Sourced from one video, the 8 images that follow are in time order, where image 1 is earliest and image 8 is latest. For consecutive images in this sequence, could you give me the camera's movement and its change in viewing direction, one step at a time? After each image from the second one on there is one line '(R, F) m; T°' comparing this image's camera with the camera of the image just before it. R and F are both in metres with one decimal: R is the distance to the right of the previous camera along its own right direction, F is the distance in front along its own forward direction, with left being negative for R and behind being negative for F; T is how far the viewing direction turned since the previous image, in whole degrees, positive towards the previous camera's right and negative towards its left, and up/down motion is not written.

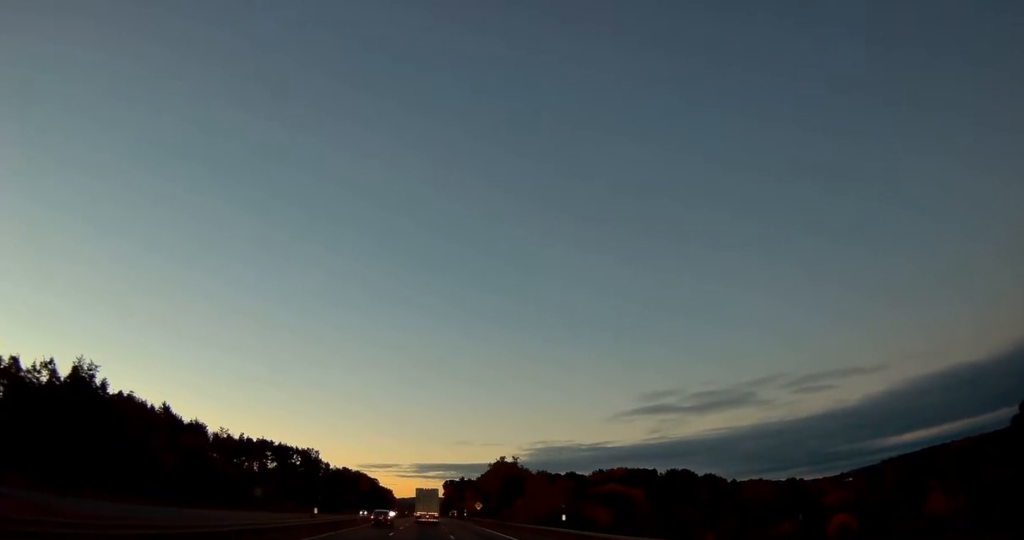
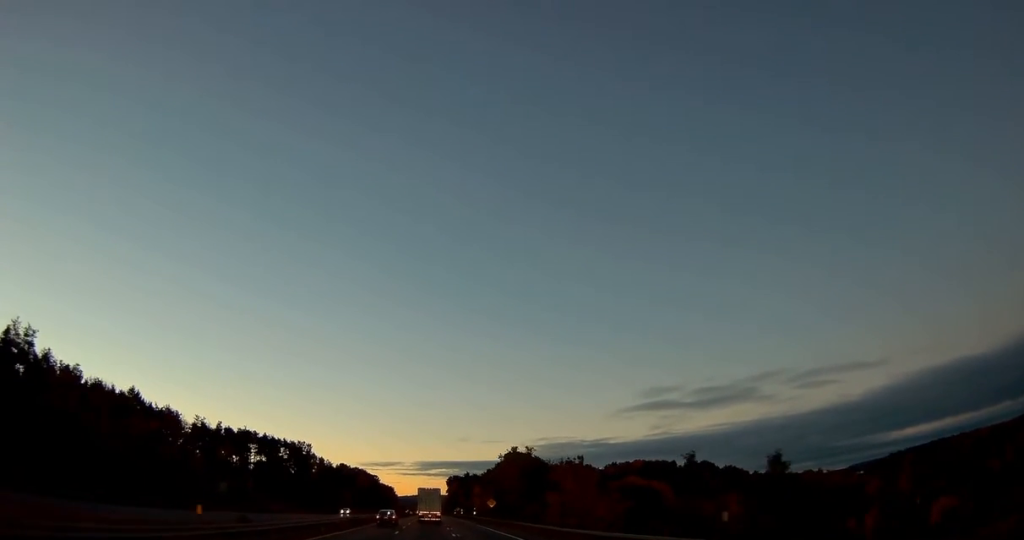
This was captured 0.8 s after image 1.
(+0.2, +21.8) m; 0°
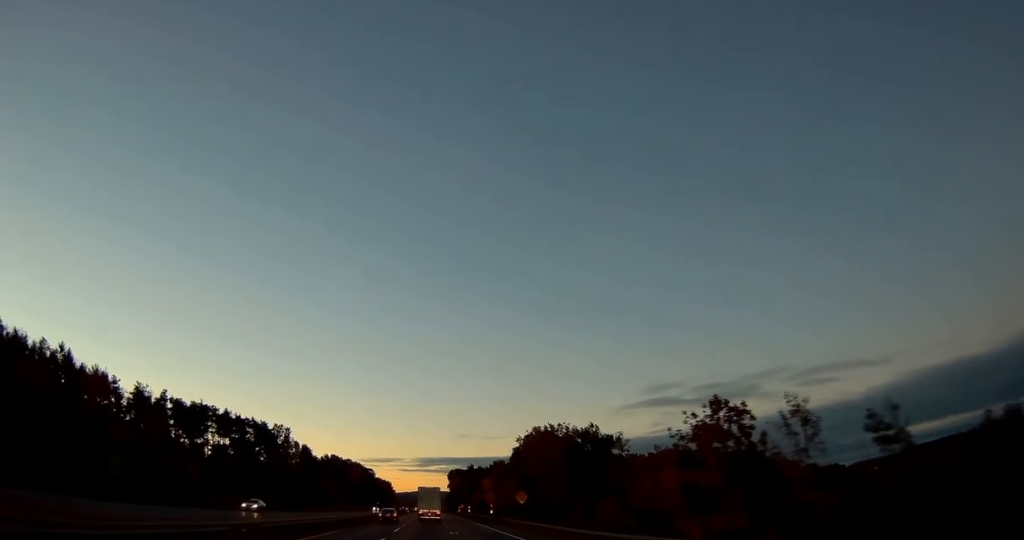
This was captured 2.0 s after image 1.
(-0.1, +36.0) m; 0°
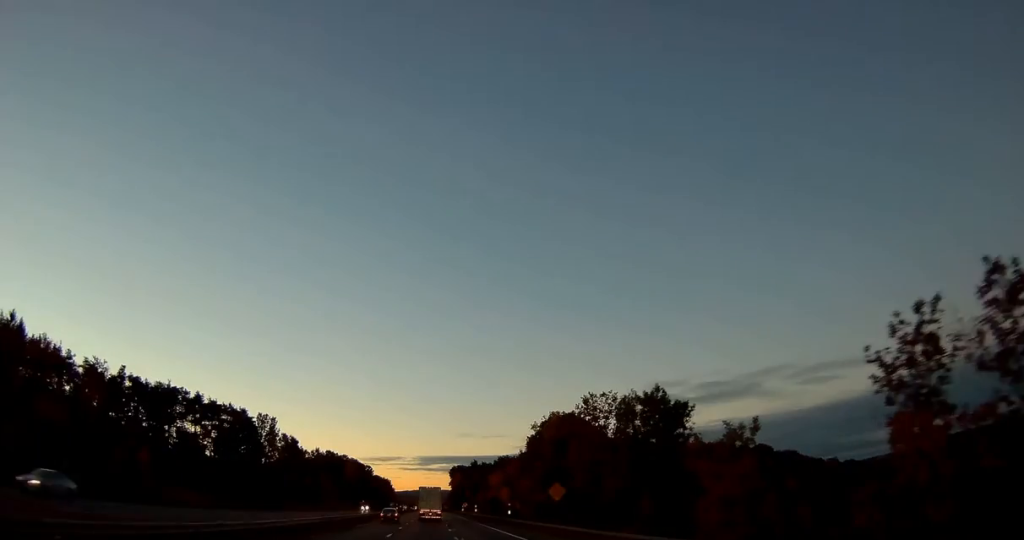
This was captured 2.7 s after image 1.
(-0.1, +19.9) m; 0°
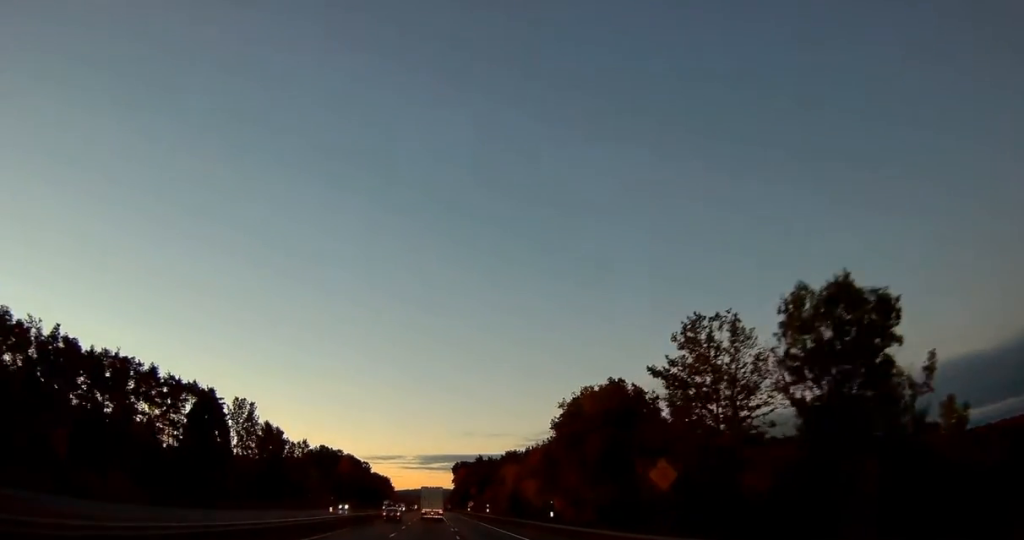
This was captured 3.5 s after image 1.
(+0.1, +23.6) m; 0°
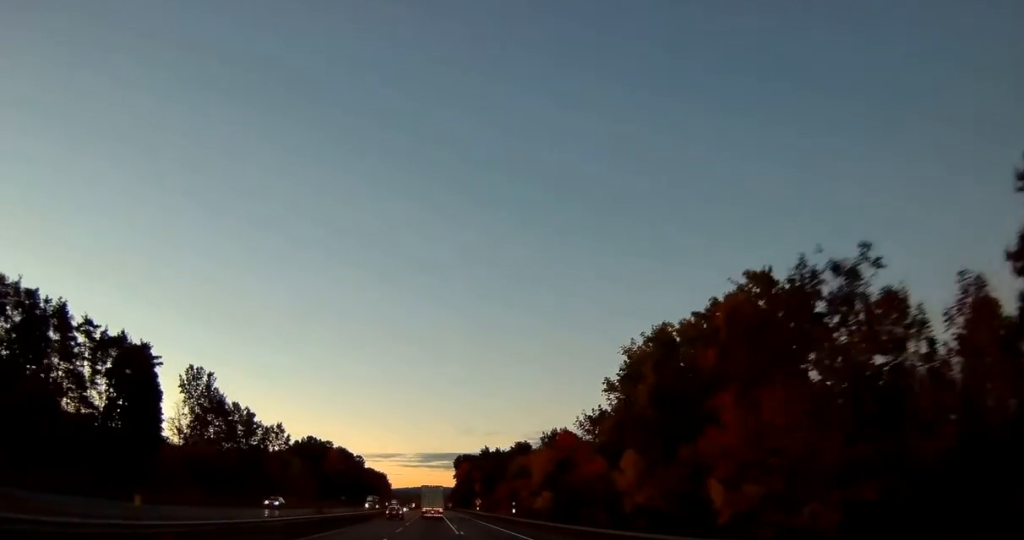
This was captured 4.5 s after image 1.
(-0.1, +30.9) m; 0°
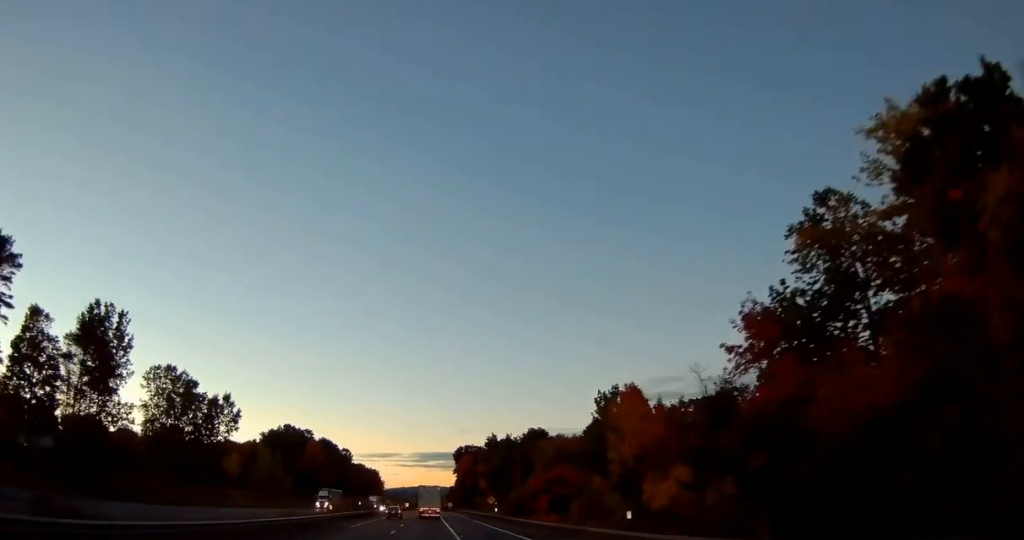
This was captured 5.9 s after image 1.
(0.0, +40.6) m; 0°
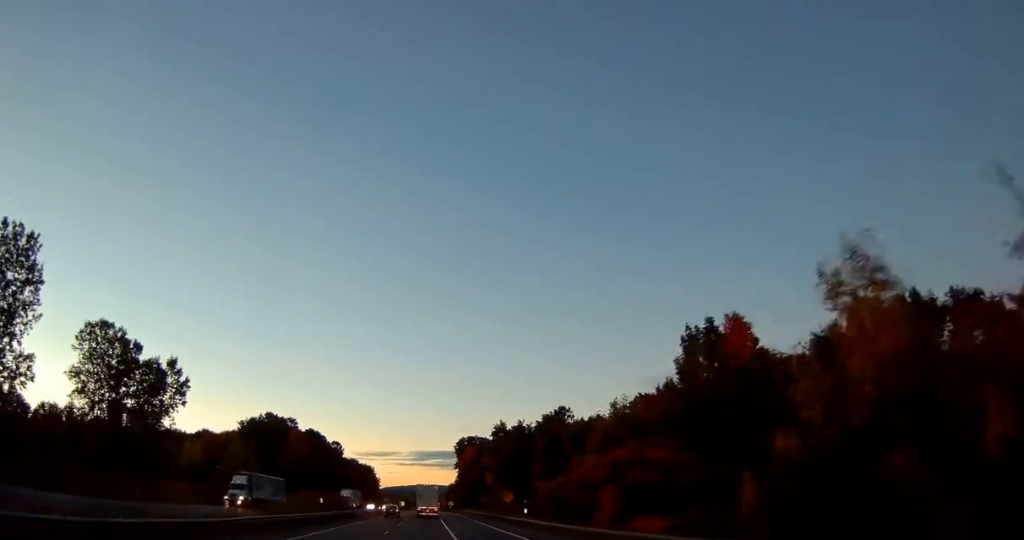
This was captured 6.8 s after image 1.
(+0.2, +26.2) m; 0°
